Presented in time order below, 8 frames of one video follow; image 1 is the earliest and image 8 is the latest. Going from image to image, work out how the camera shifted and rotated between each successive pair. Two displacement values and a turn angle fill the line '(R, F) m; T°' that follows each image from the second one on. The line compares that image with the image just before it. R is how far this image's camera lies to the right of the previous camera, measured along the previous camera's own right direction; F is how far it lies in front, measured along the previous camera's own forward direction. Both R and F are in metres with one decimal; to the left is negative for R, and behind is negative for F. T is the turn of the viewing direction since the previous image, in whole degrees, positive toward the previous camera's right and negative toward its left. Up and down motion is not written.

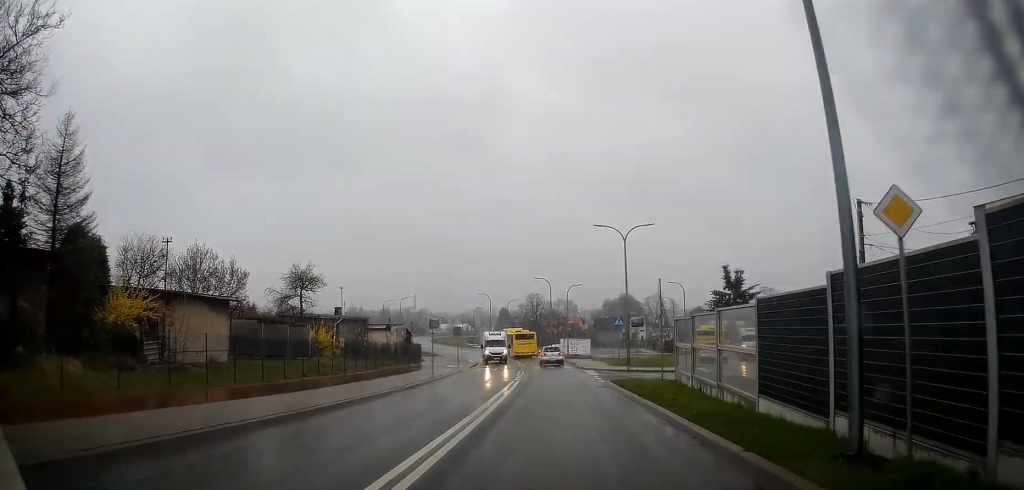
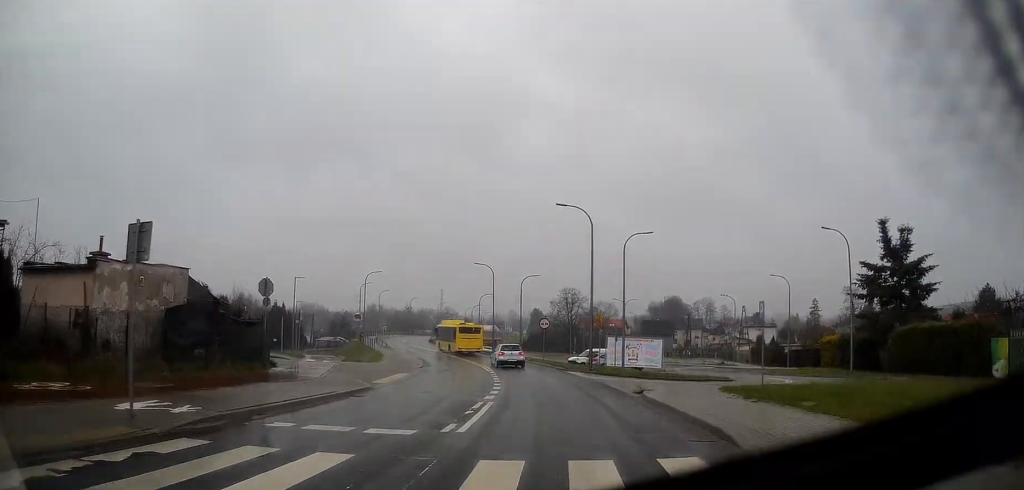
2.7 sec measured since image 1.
(-0.8, +38.7) m; -3°
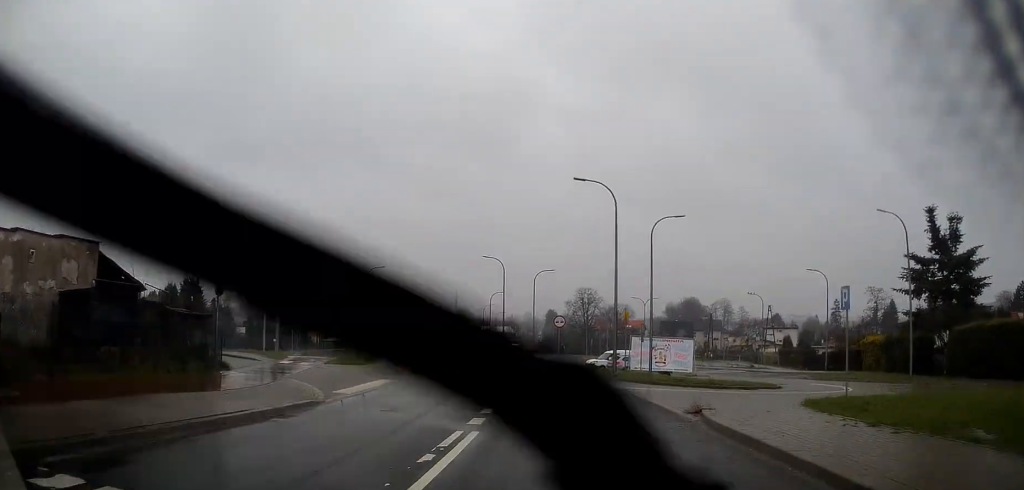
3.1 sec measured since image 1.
(0.0, +5.6) m; -1°
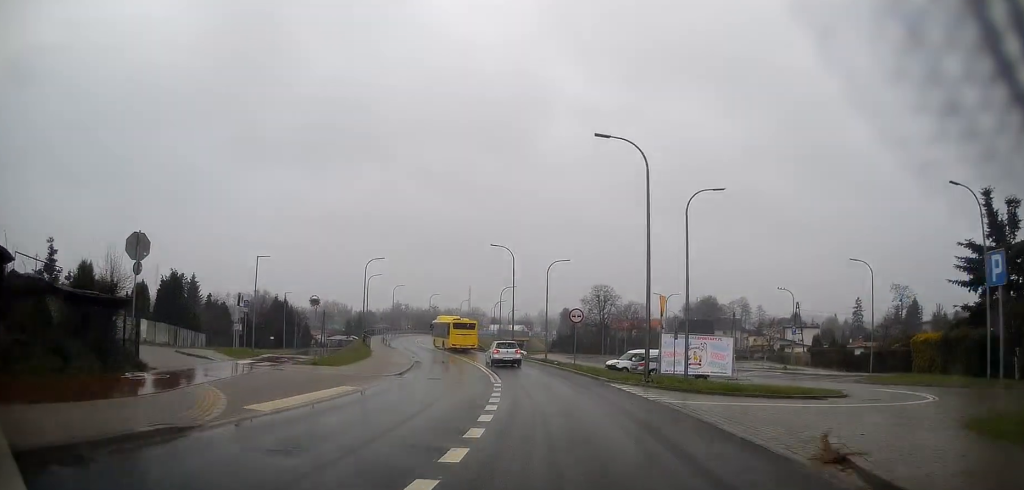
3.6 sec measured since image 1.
(0.0, +6.0) m; -1°
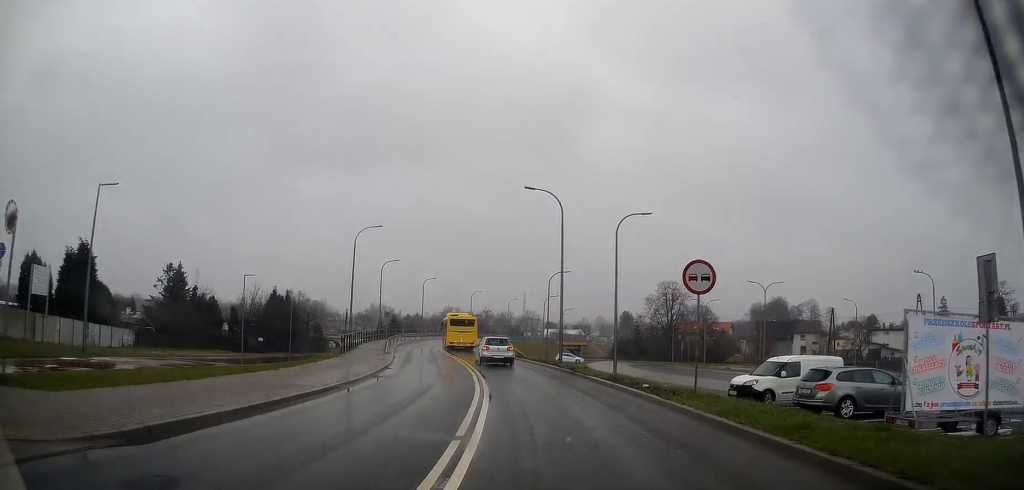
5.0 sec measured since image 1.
(-1.0, +20.0) m; -6°
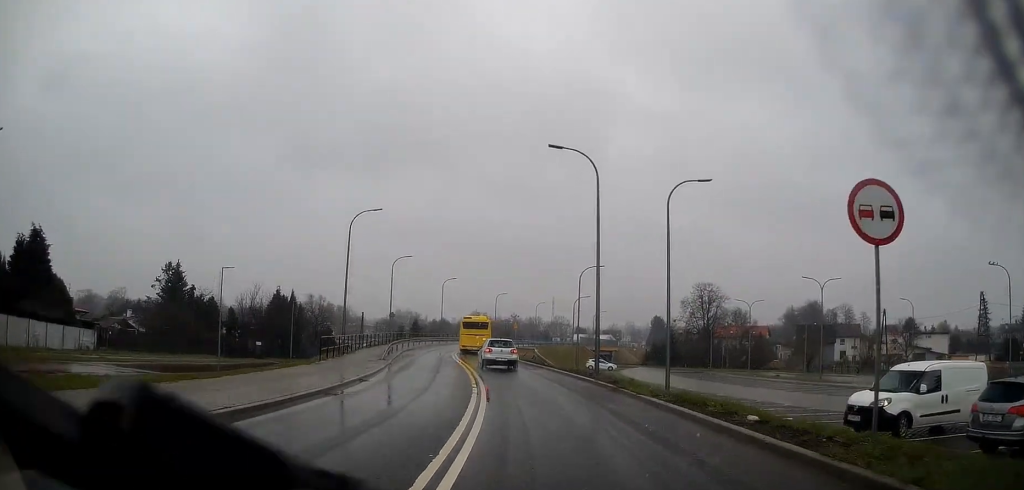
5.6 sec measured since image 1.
(-0.1, +7.6) m; -2°
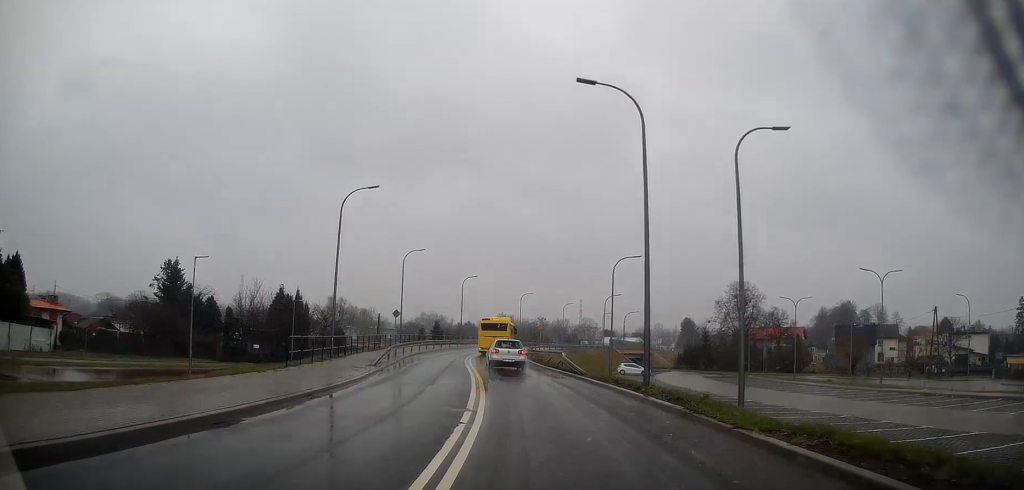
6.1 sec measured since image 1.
(-0.2, +6.6) m; -2°
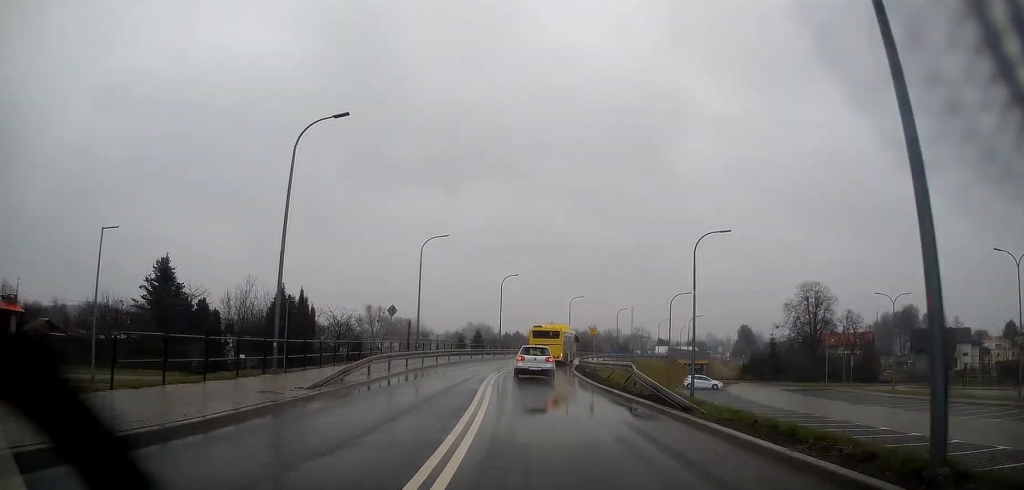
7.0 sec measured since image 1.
(-0.4, +12.3) m; -4°
